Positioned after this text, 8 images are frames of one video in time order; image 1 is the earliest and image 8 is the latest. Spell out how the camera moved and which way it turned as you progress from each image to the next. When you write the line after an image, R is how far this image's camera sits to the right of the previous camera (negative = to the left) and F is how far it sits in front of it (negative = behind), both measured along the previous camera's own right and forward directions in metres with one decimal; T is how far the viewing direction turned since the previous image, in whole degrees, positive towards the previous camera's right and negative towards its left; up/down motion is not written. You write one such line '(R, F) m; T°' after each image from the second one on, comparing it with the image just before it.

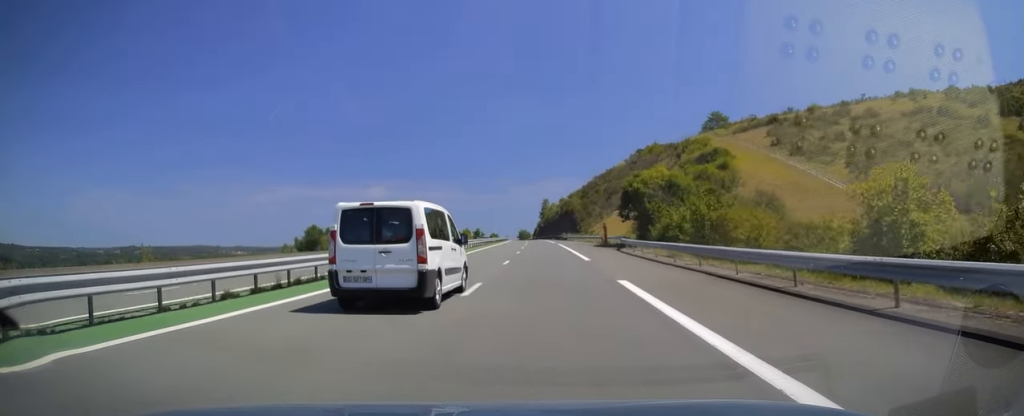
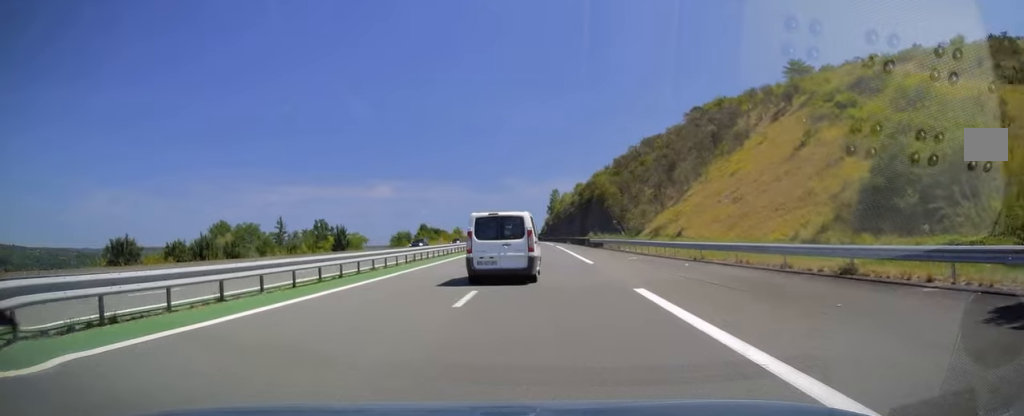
(-0.4, +53.9) m; -1°
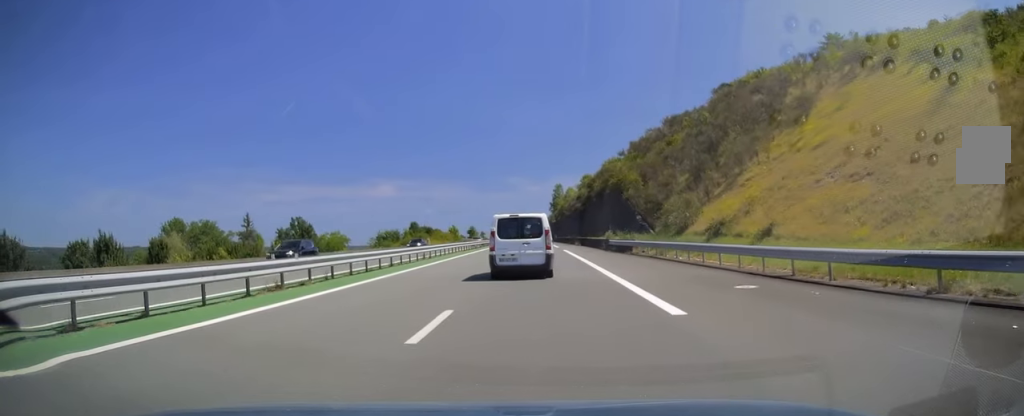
(0.0, +16.7) m; 0°
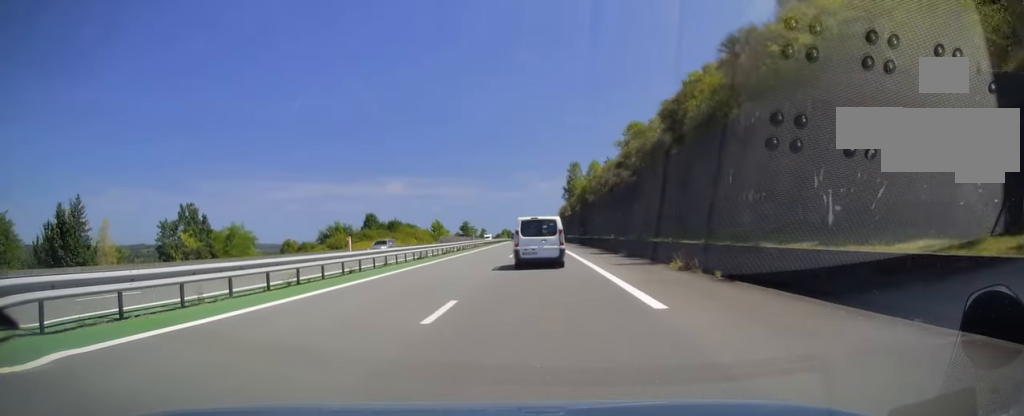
(-0.2, +50.7) m; -1°
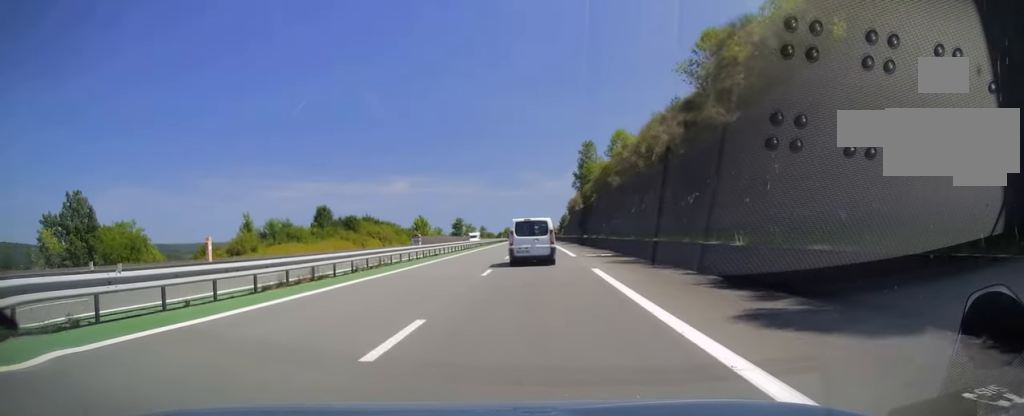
(-0.2, +28.6) m; -1°
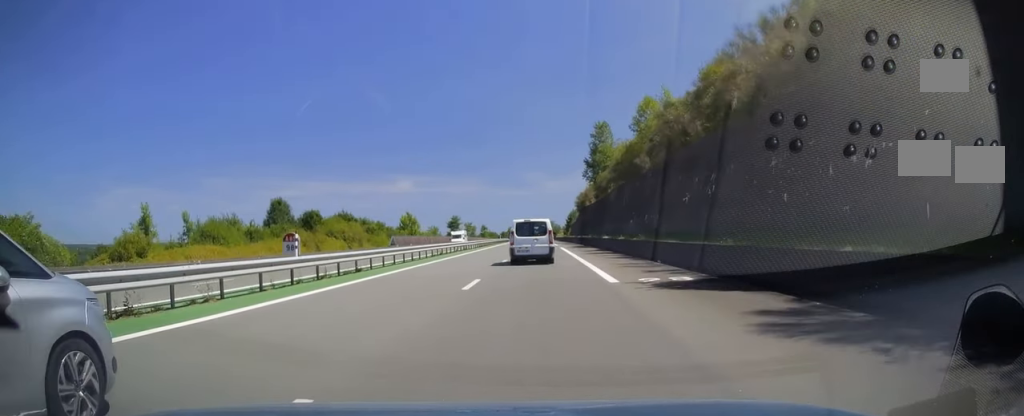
(-0.1, +17.8) m; 0°
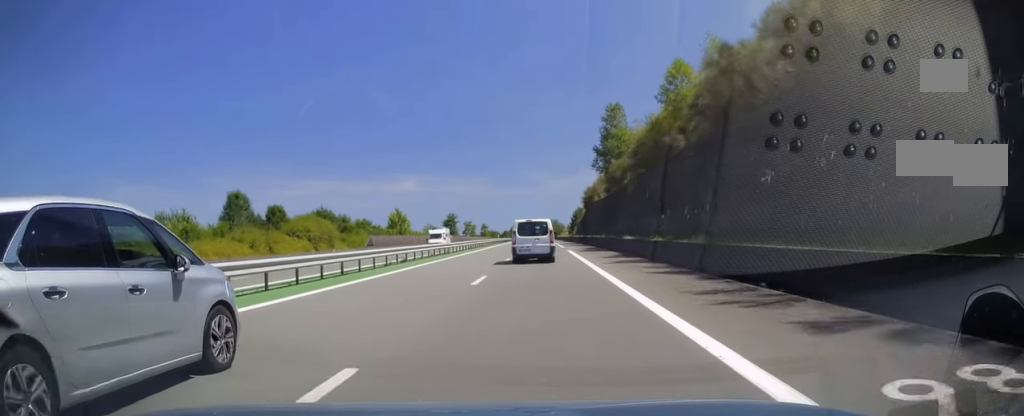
(0.0, +11.8) m; 0°
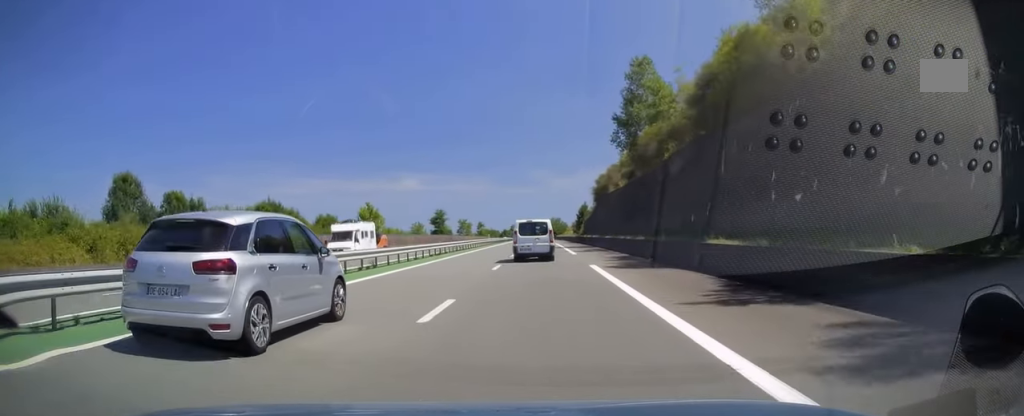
(0.0, +19.7) m; 0°
